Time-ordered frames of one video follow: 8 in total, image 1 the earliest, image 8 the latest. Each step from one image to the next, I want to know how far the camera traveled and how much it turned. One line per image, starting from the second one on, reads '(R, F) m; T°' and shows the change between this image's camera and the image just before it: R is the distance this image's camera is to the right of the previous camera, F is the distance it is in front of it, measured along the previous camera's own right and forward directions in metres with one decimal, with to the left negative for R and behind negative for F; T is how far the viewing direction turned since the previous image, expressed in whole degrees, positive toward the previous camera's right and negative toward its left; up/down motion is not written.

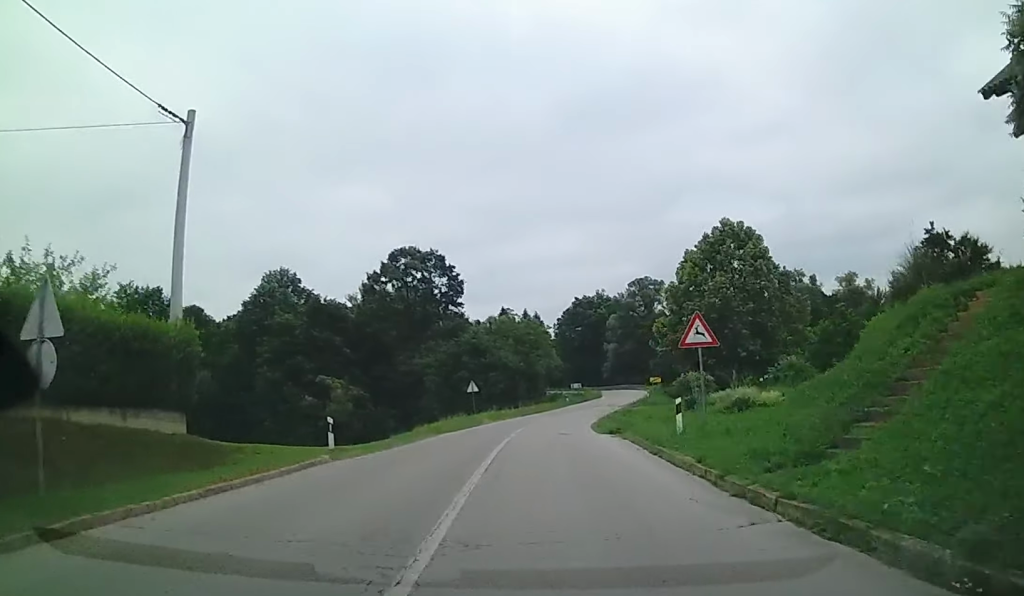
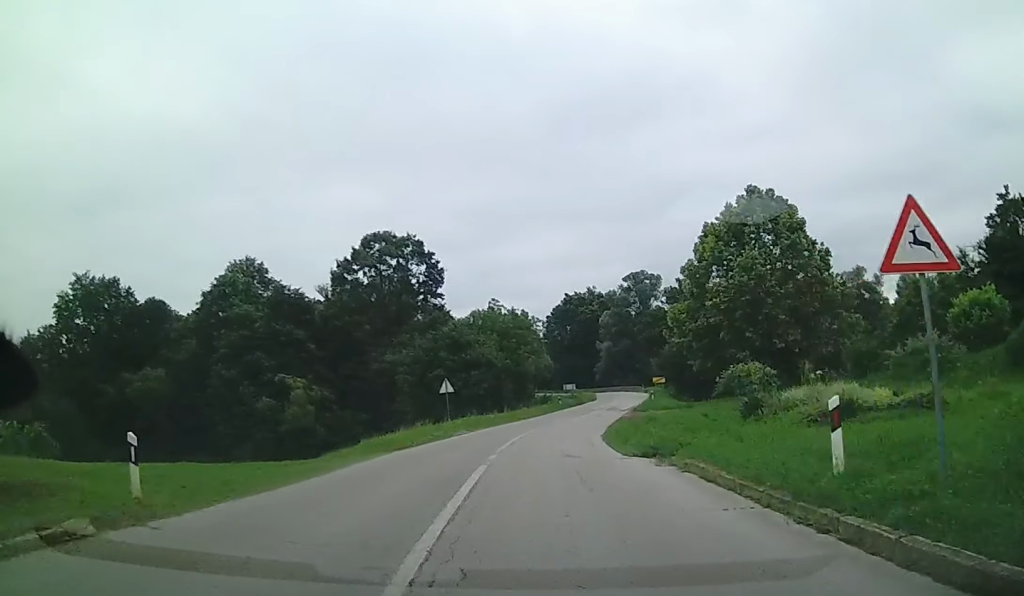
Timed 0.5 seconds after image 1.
(+0.1, +8.3) m; +1°
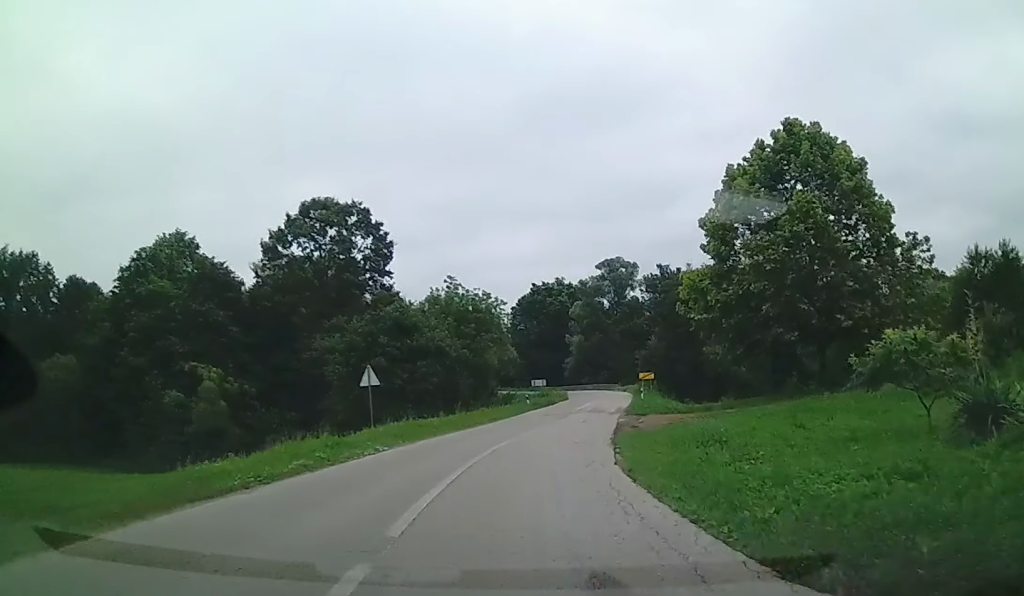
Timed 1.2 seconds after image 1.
(-0.1, +10.8) m; +1°
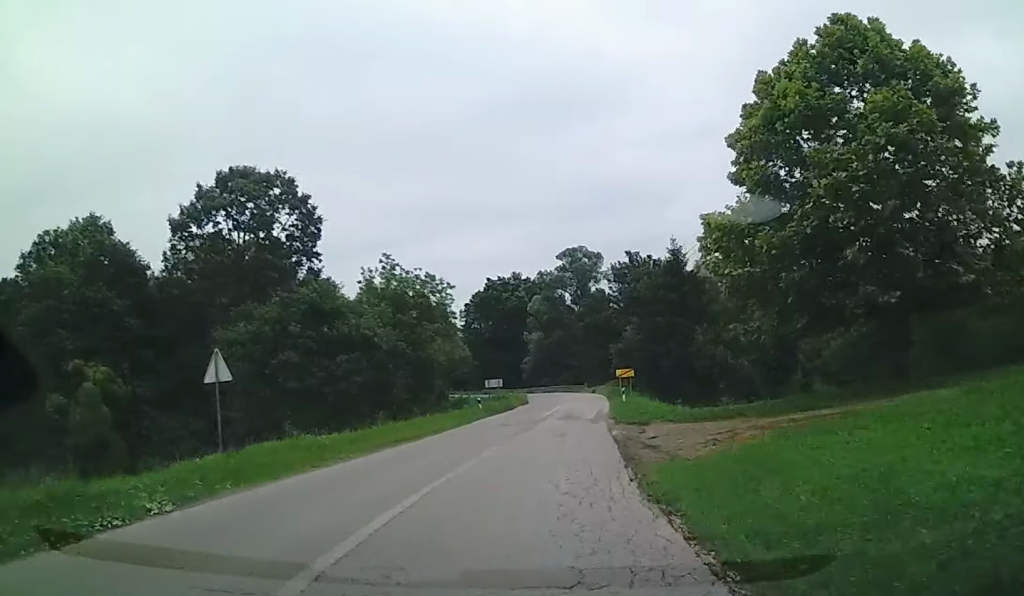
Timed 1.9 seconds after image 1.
(+0.3, +9.5) m; +3°
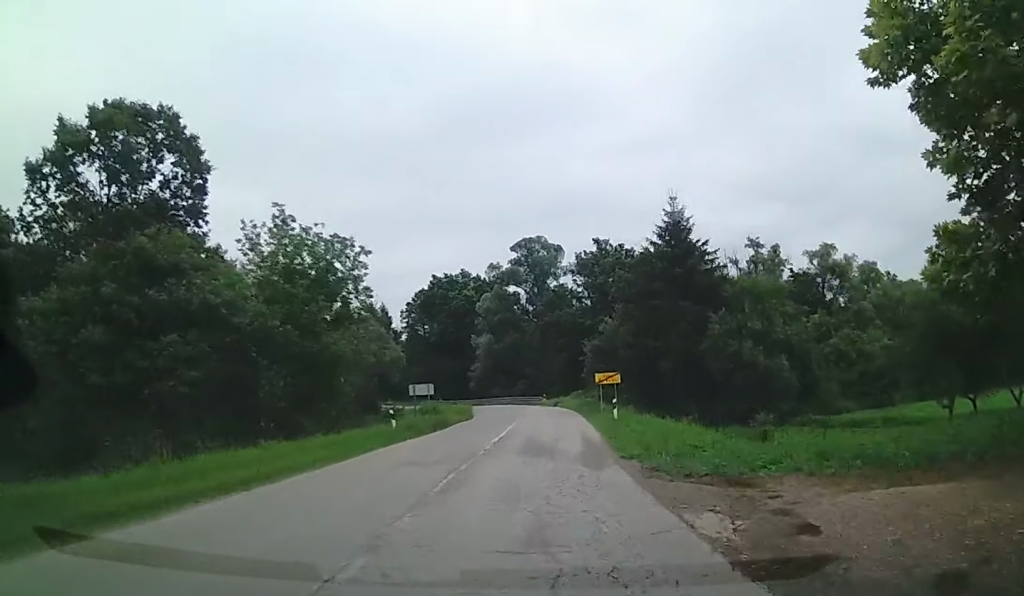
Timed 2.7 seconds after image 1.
(+0.6, +12.8) m; +4°
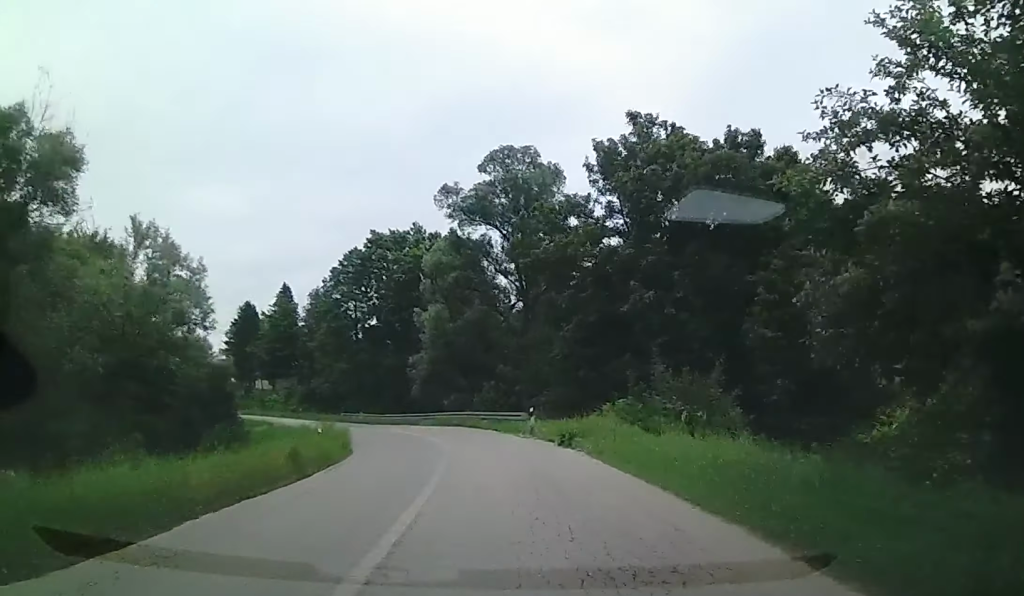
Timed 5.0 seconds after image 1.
(-0.2, +33.4) m; -8°
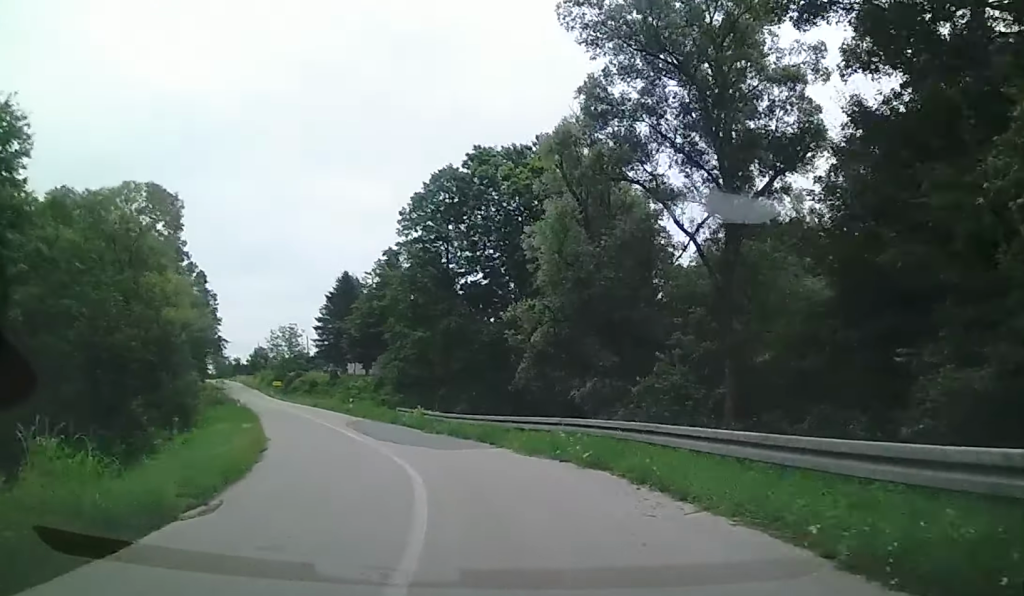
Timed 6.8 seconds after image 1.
(-3.8, +26.8) m; -16°
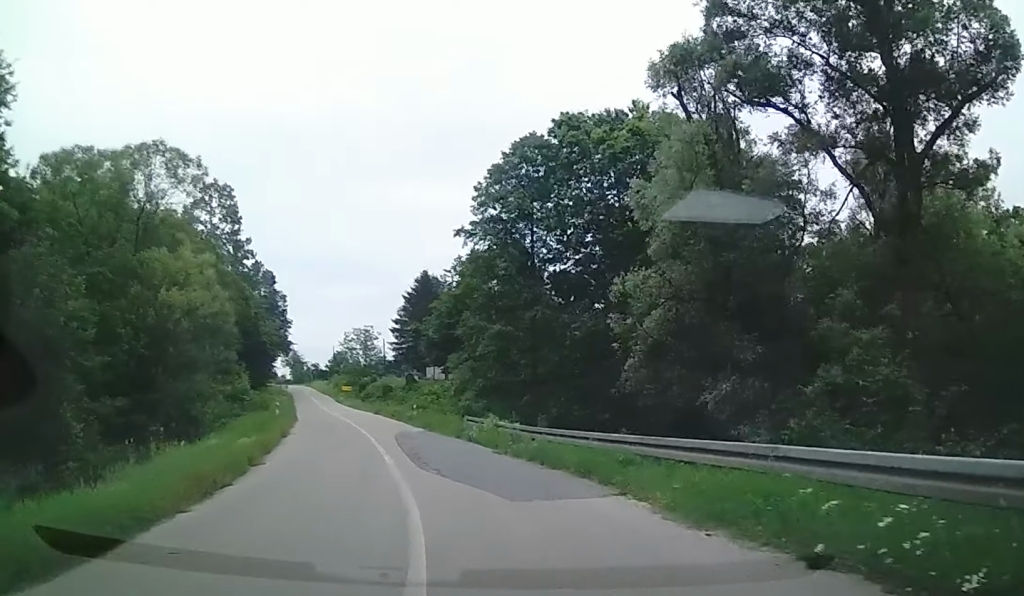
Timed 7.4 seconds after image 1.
(-0.2, +9.0) m; -5°
